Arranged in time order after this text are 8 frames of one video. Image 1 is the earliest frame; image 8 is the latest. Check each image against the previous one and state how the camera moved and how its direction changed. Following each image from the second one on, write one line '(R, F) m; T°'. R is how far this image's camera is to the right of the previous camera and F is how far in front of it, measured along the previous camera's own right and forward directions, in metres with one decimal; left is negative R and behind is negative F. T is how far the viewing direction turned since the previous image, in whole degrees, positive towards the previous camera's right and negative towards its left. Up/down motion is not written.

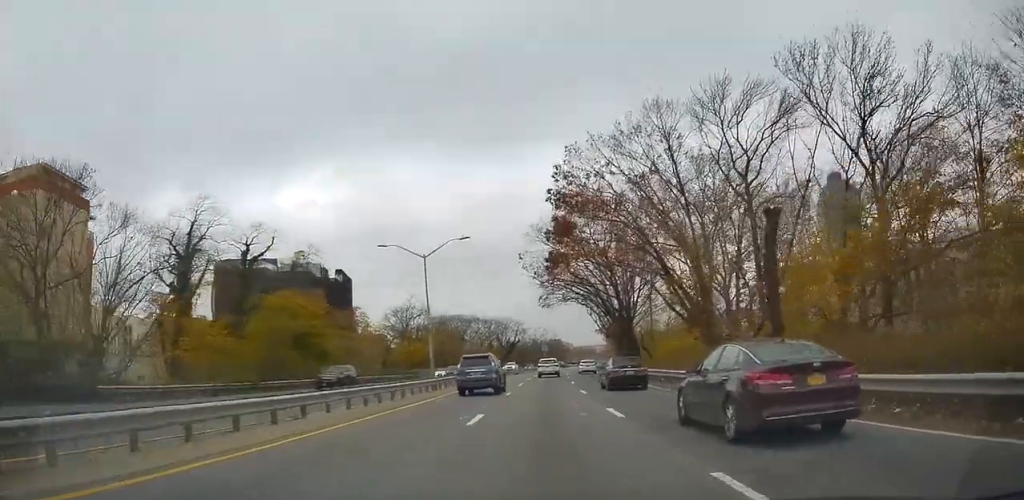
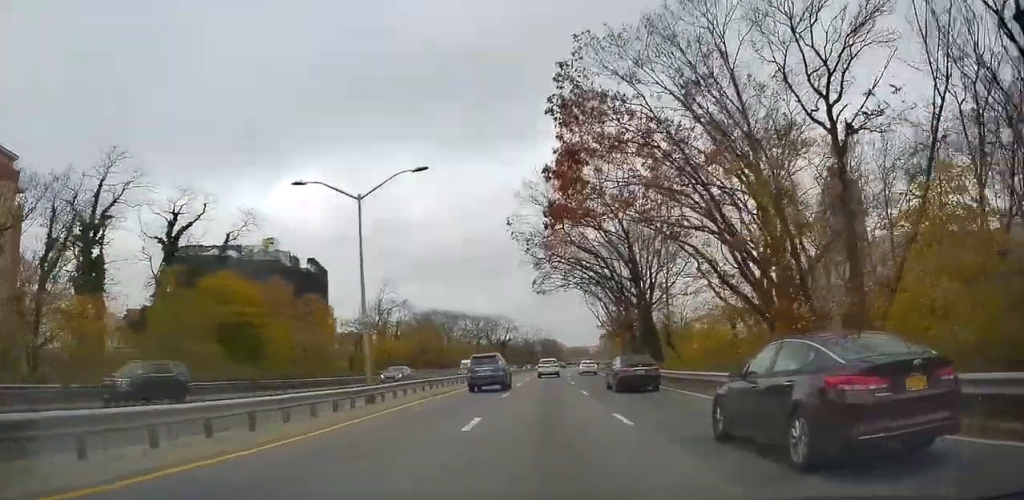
(+0.4, +12.9) m; +1°
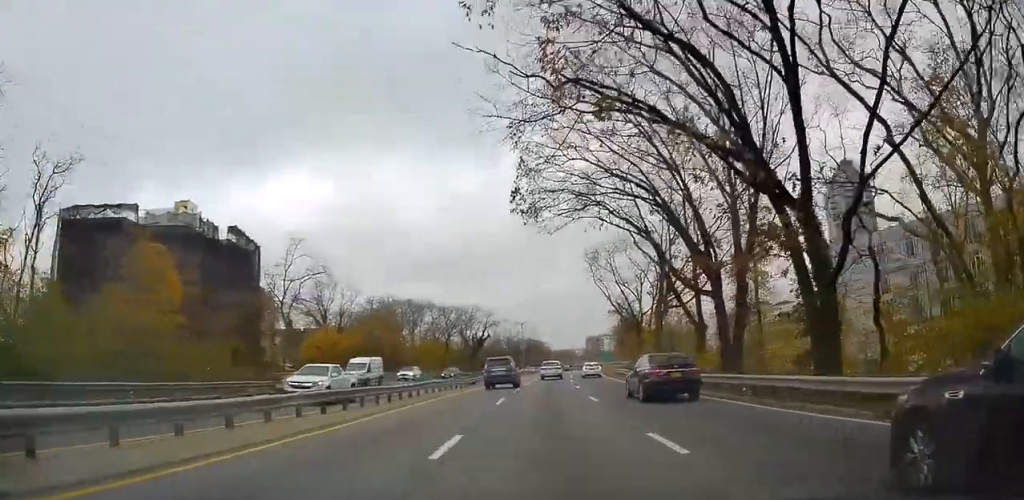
(+0.1, +28.2) m; 0°
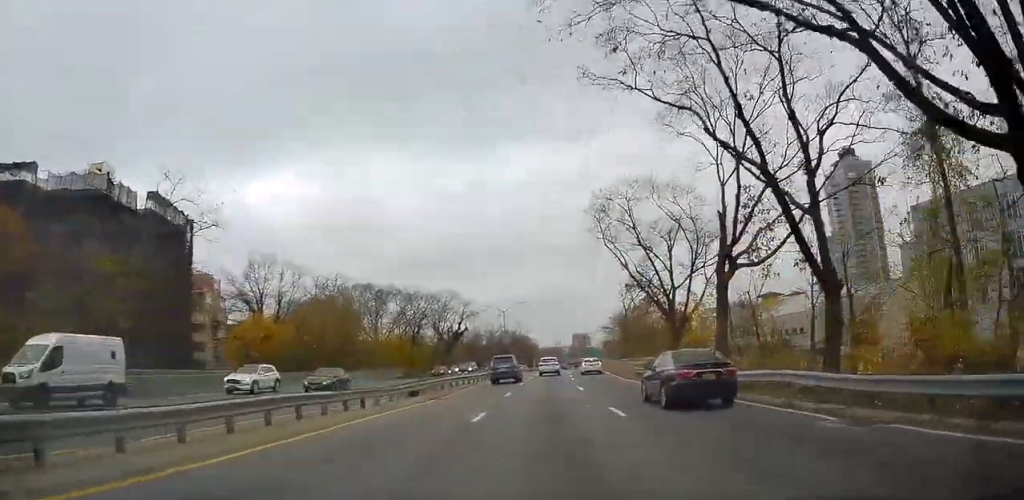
(-0.1, +19.2) m; +1°
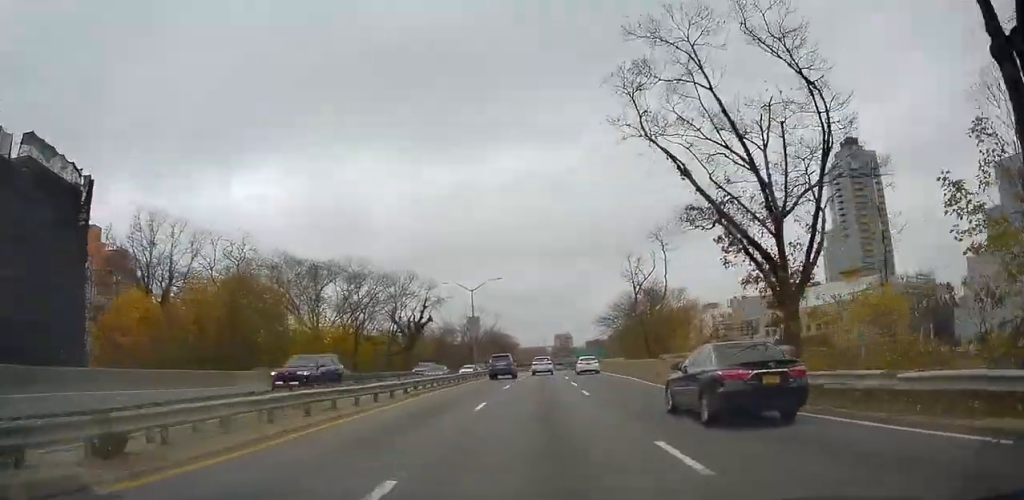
(+0.5, +21.6) m; +1°
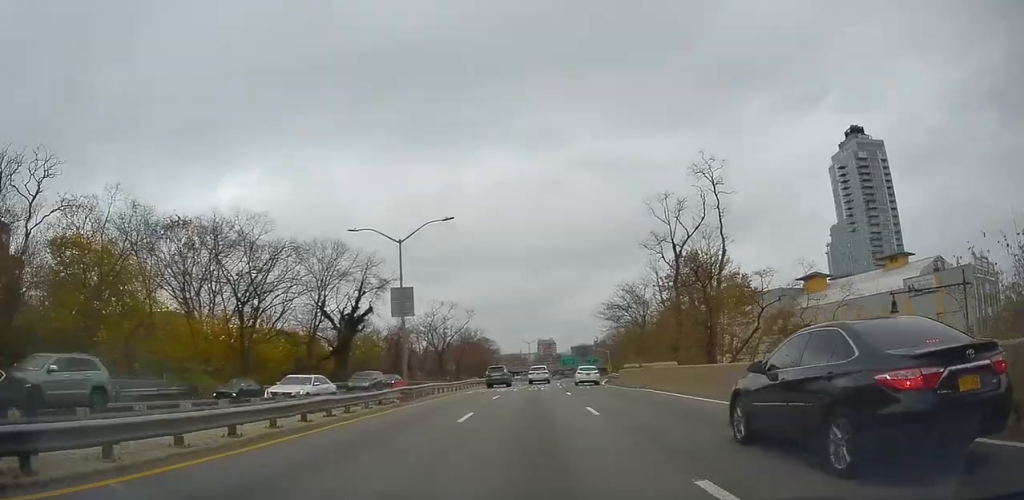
(+0.1, +25.2) m; +2°
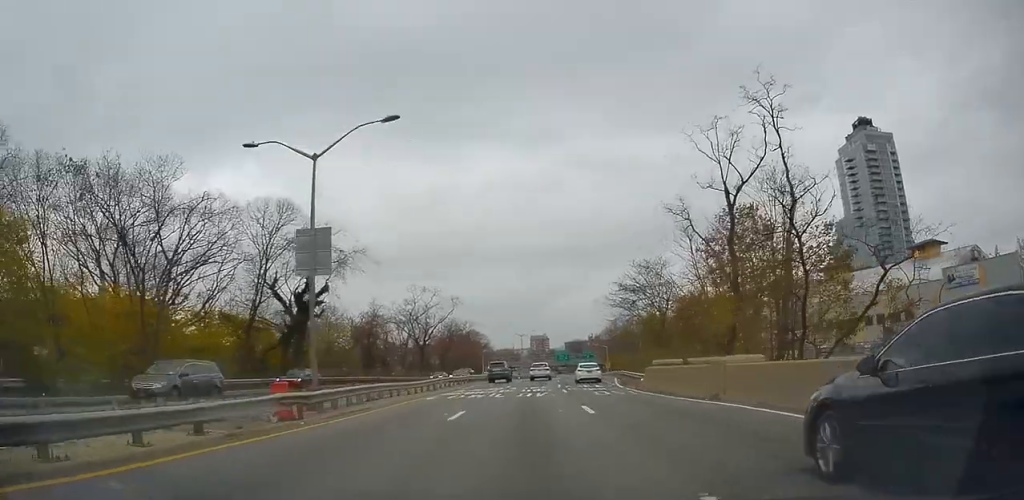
(+0.3, +12.3) m; +1°
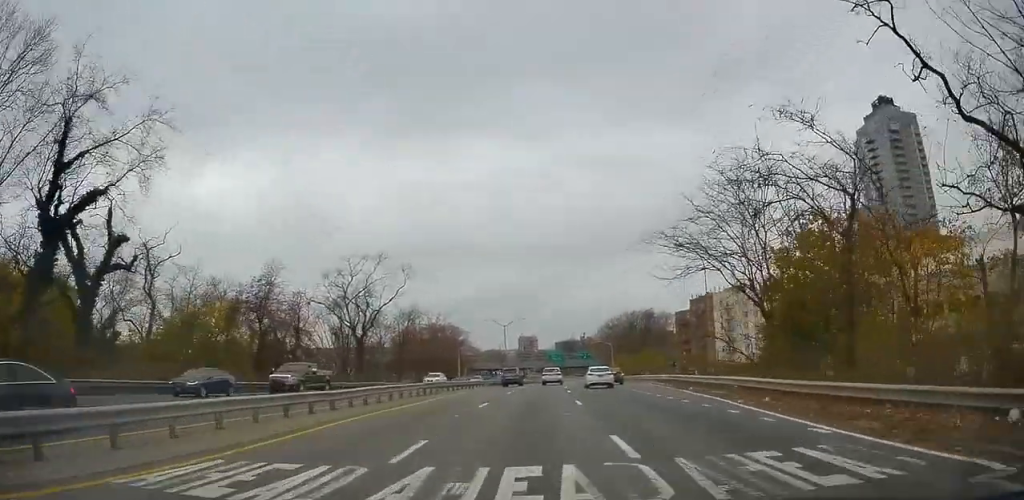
(+0.2, +29.4) m; +2°
